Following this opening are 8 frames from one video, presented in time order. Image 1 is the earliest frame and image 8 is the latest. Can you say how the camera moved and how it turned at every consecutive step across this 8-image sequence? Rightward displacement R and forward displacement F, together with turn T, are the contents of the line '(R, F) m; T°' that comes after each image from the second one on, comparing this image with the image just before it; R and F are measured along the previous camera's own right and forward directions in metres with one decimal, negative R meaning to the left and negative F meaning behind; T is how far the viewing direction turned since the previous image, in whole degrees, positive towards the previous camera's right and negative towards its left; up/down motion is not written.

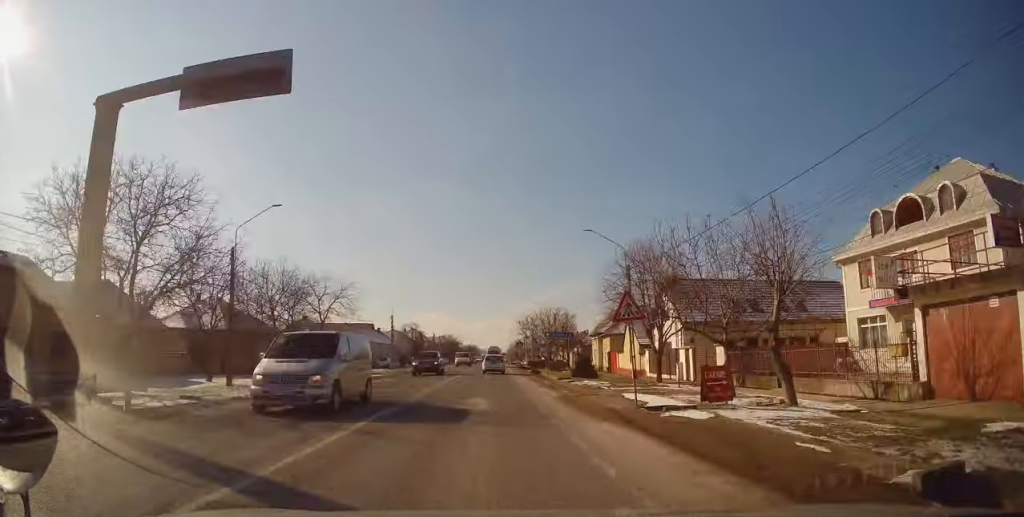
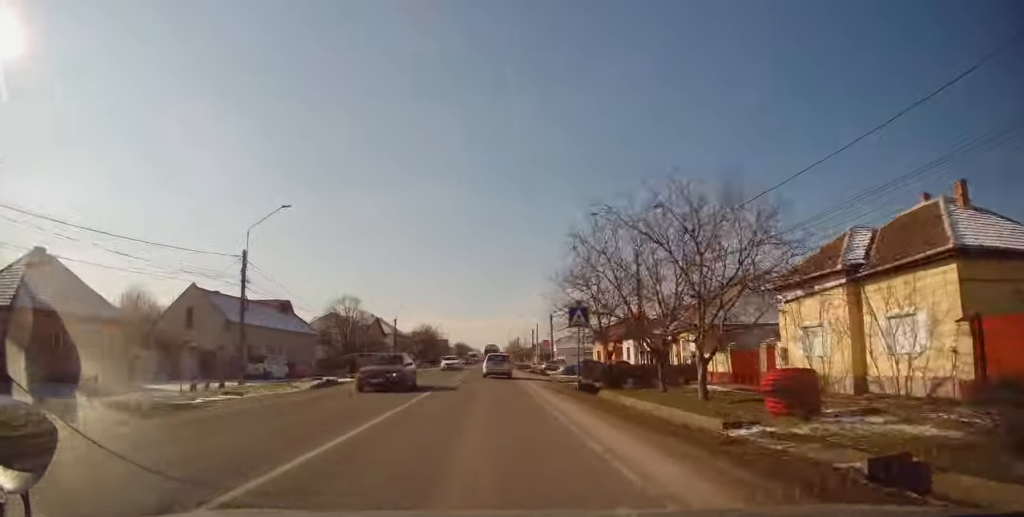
(-0.1, +48.0) m; +1°
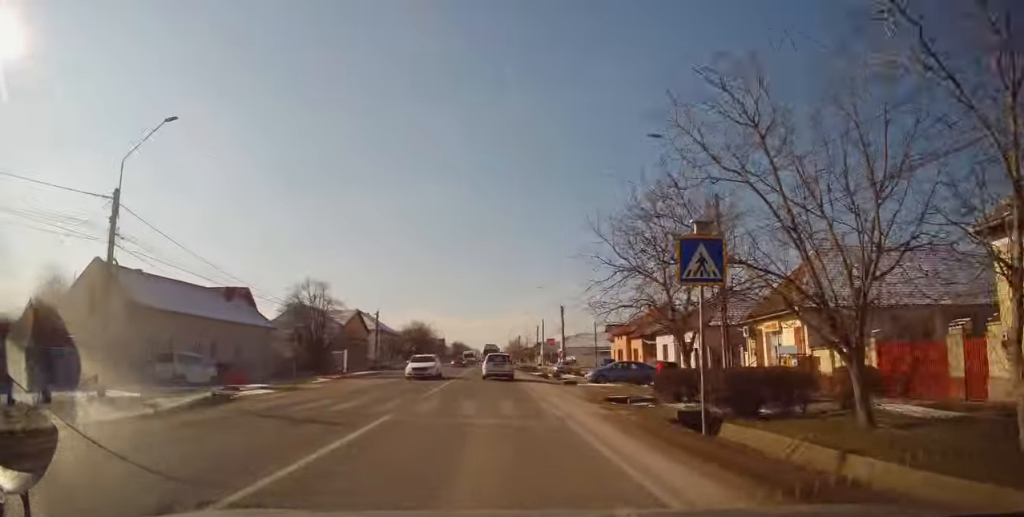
(+0.3, +12.7) m; 0°
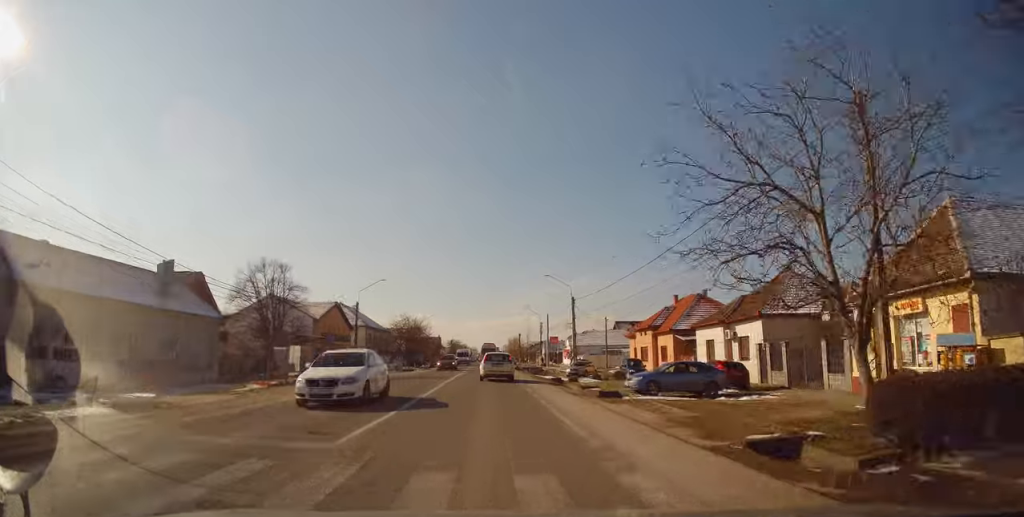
(+0.1, +10.1) m; 0°
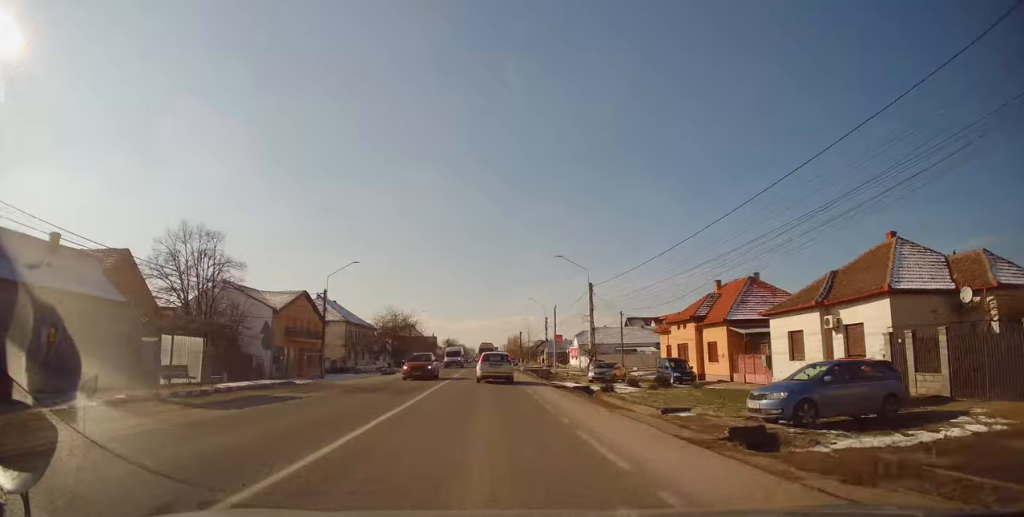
(-0.3, +11.2) m; -1°
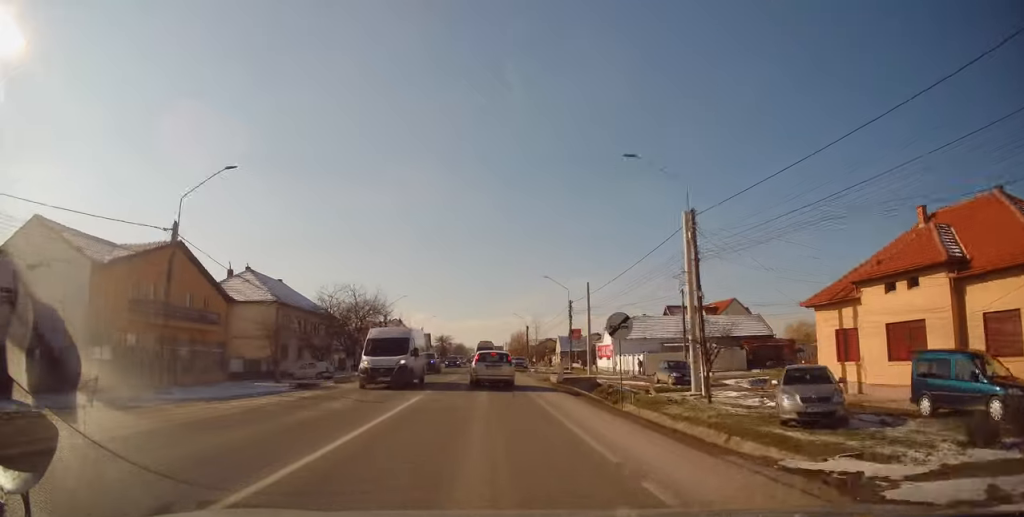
(-0.1, +24.3) m; +1°
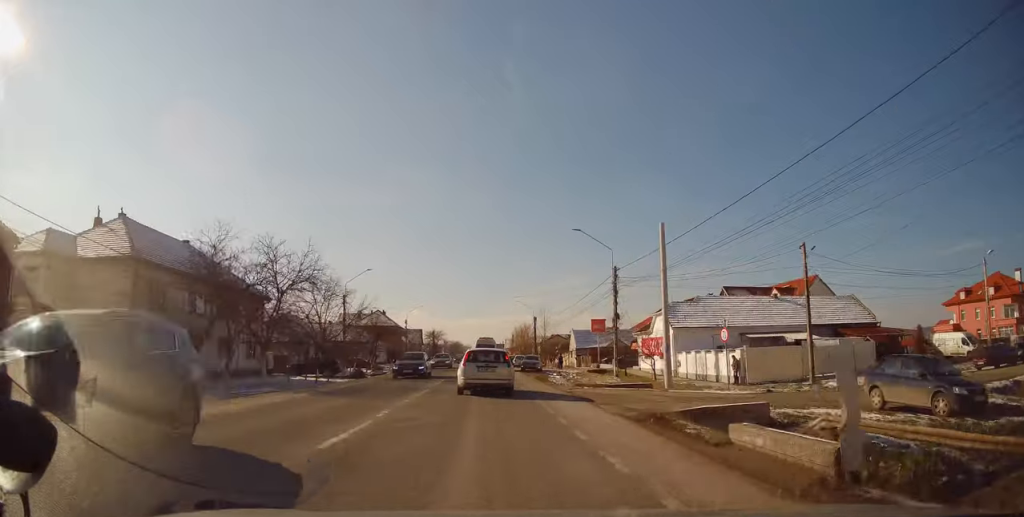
(+0.2, +21.0) m; 0°
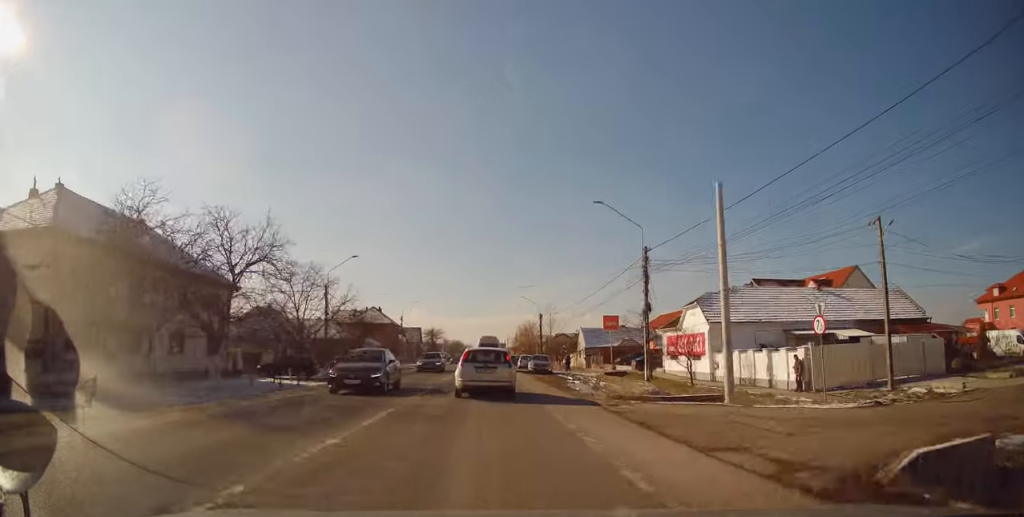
(-0.2, +7.1) m; 0°
